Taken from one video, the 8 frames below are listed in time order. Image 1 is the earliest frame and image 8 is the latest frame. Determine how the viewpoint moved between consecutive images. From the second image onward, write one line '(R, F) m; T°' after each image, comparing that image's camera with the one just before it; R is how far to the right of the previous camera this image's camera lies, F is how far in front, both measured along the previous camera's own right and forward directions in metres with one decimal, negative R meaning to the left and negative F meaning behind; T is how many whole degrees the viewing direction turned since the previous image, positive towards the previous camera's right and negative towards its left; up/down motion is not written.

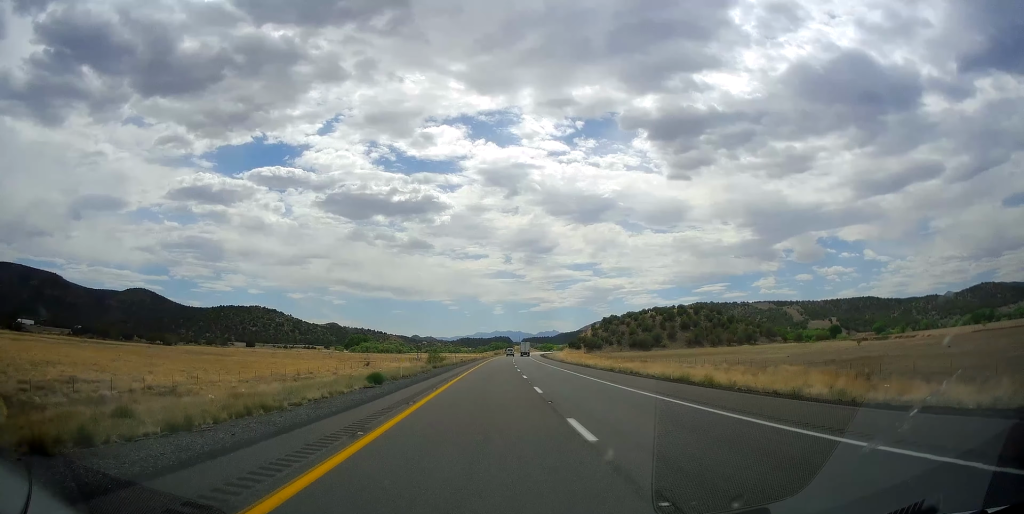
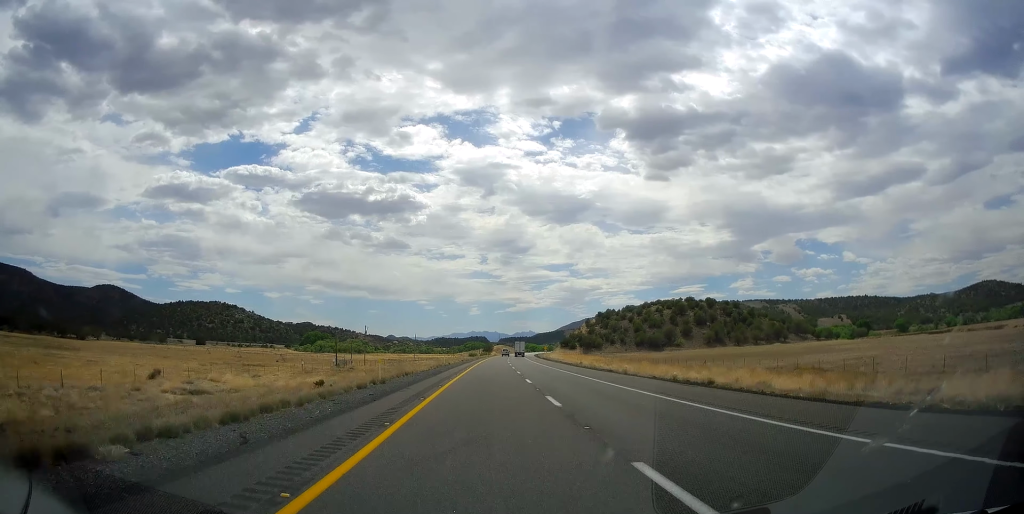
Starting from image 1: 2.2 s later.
(+0.1, +77.6) m; +2°
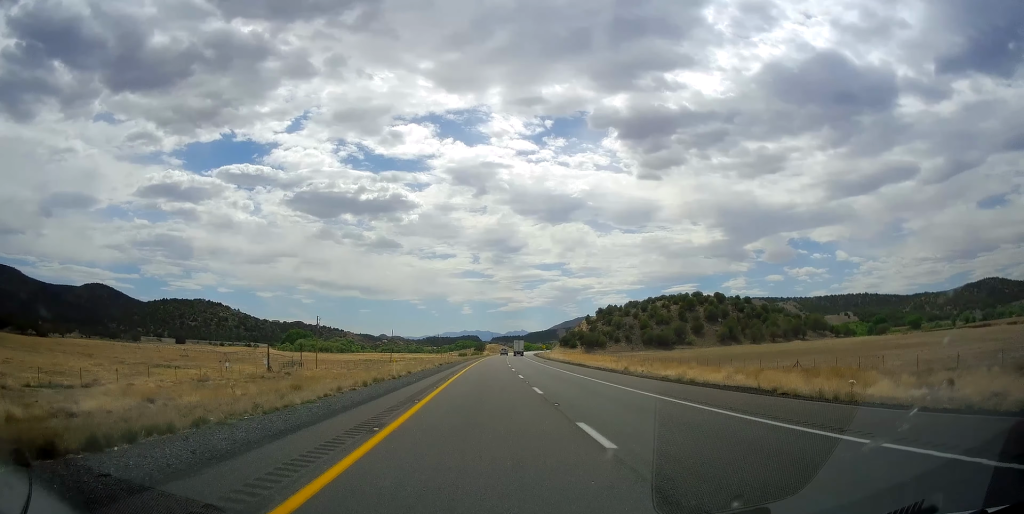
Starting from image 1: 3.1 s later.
(+0.5, +31.4) m; +1°
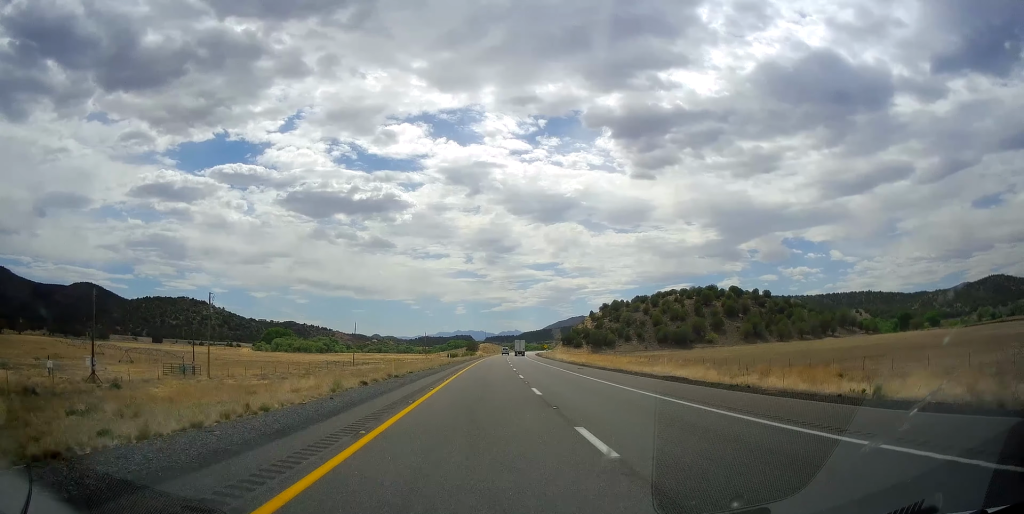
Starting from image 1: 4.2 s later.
(+0.2, +37.1) m; +1°
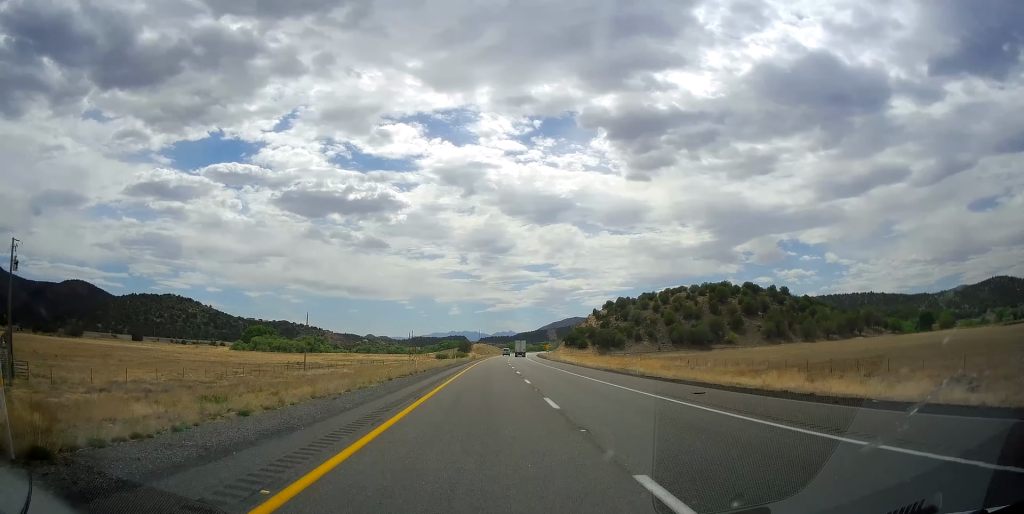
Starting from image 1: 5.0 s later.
(+0.2, +28.9) m; +1°
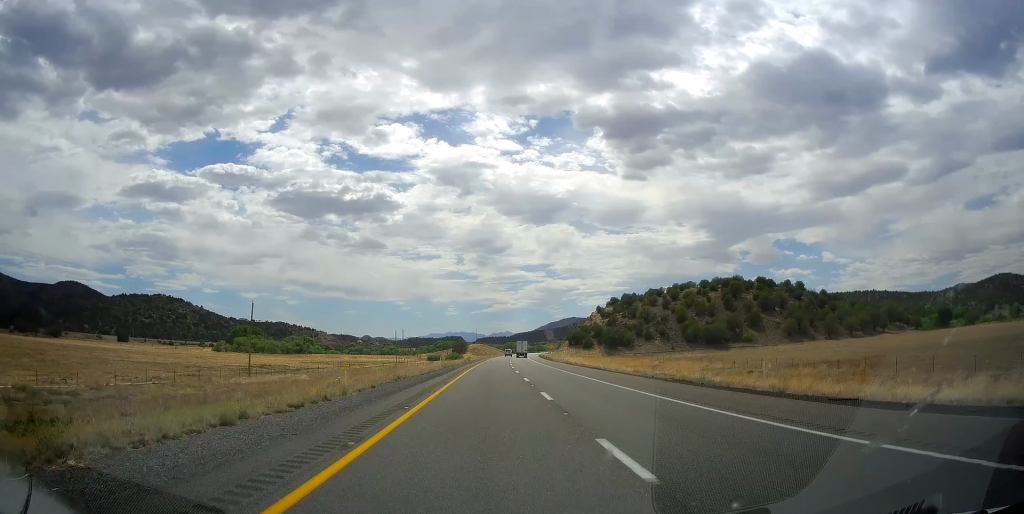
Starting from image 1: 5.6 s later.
(+0.1, +20.8) m; 0°
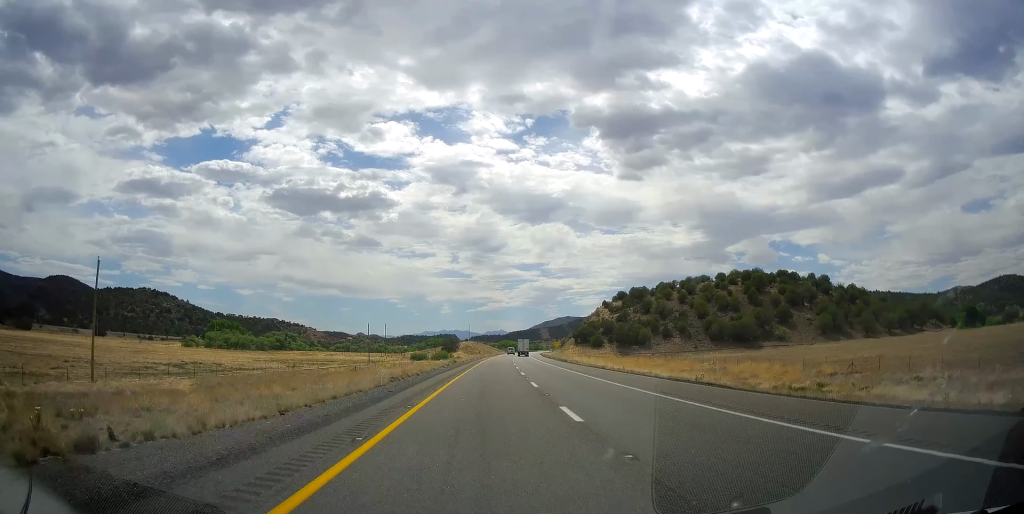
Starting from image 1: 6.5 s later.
(+0.1, +30.0) m; 0°
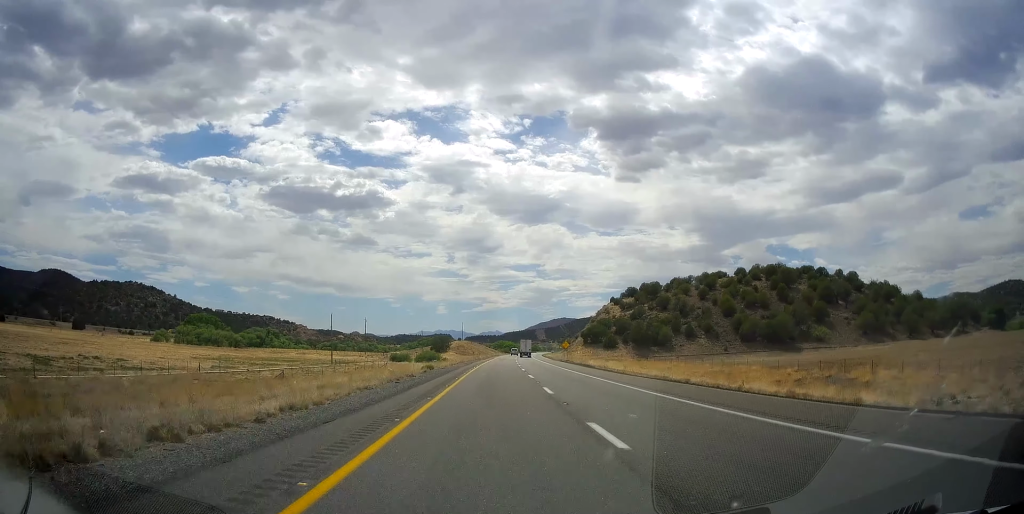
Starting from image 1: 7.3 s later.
(+0.1, +27.7) m; 0°
